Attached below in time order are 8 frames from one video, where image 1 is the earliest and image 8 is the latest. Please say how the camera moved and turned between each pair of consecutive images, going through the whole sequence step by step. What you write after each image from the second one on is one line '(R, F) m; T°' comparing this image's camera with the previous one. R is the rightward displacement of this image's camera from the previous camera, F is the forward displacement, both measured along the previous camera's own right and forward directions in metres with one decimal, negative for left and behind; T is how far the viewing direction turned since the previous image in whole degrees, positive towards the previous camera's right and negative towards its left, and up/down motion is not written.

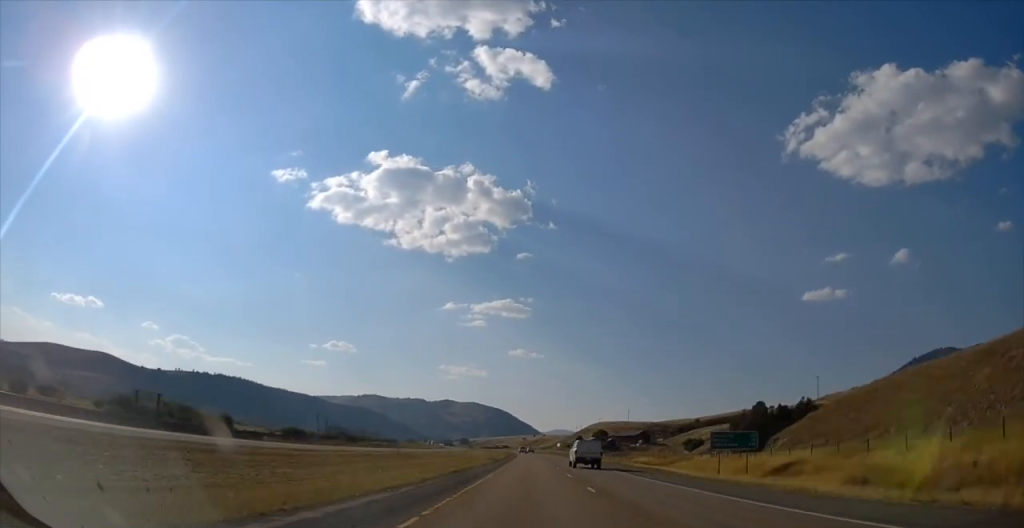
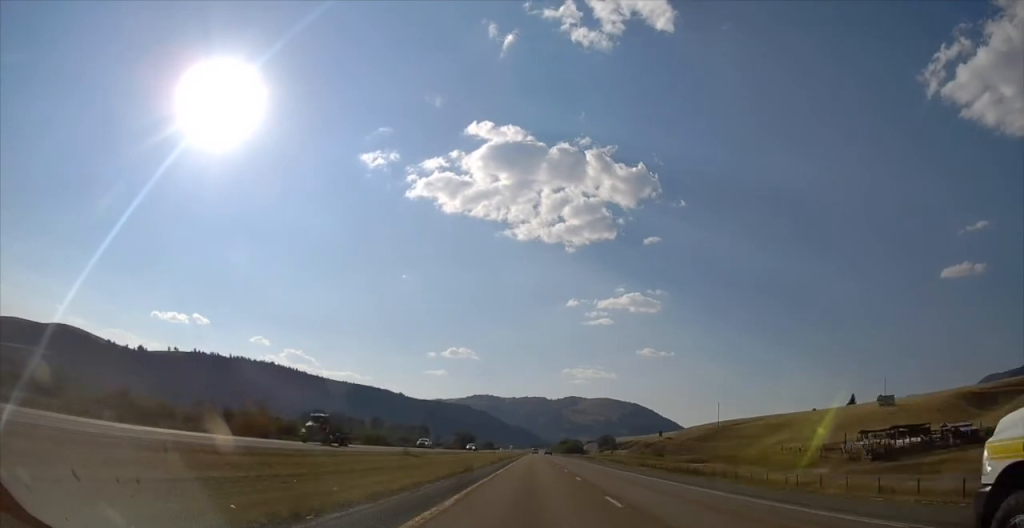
(-67.8, +731.0) m; -7°
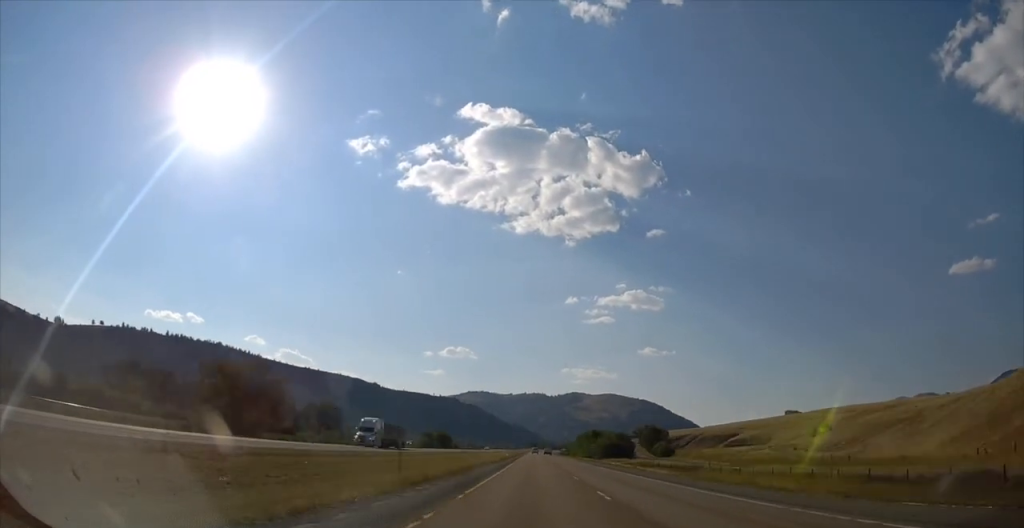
(-0.3, +299.7) m; +1°
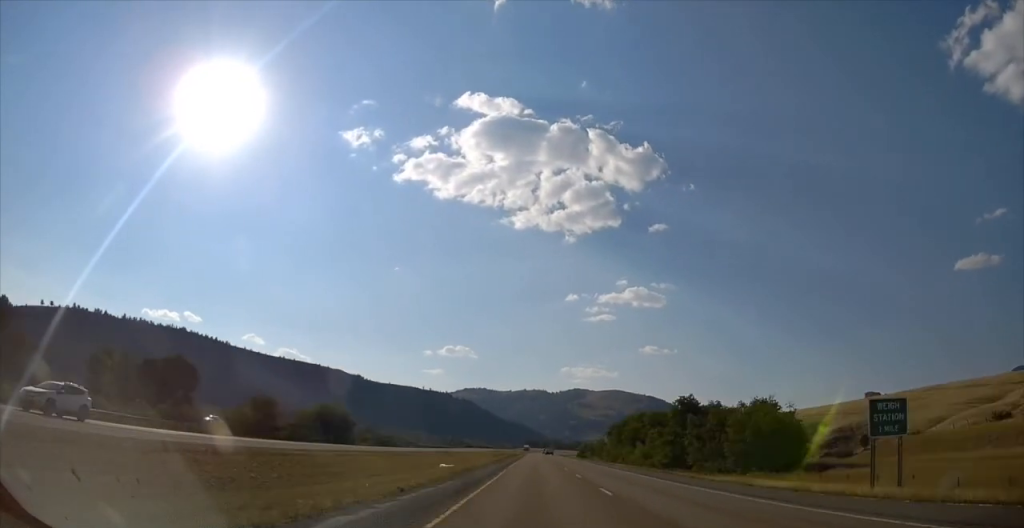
(+0.7, +160.8) m; +3°
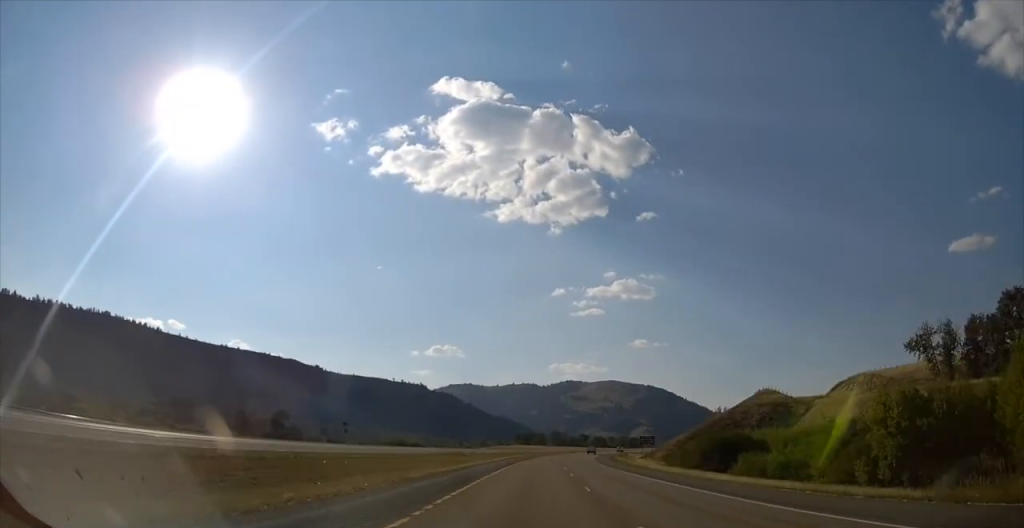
(-4.4, +222.3) m; +7°
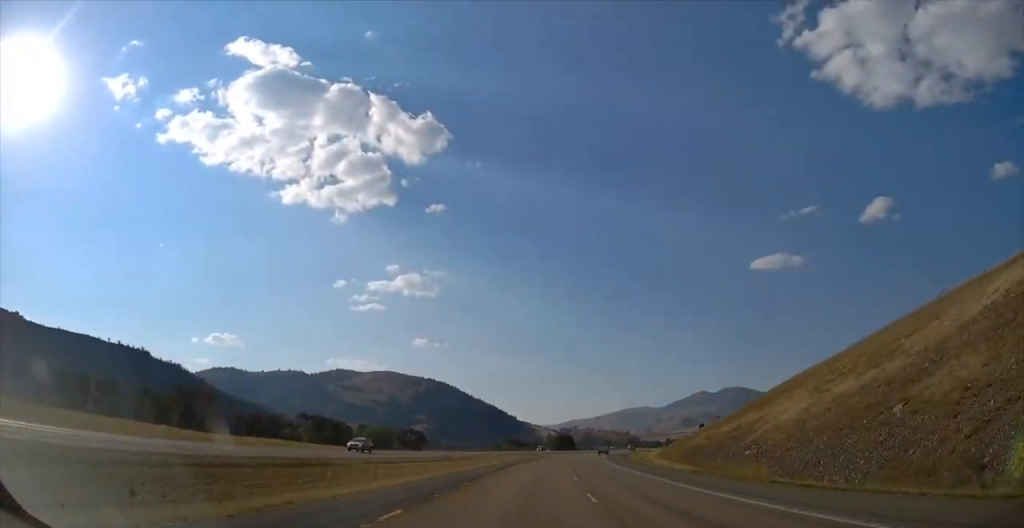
(+42.5, +303.8) m; +16°
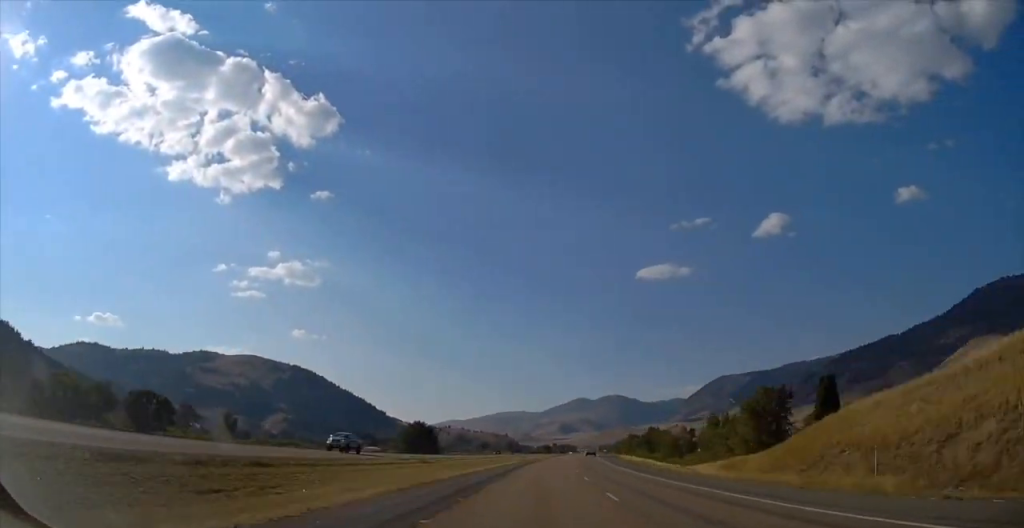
(+20.7, +152.4) m; +4°
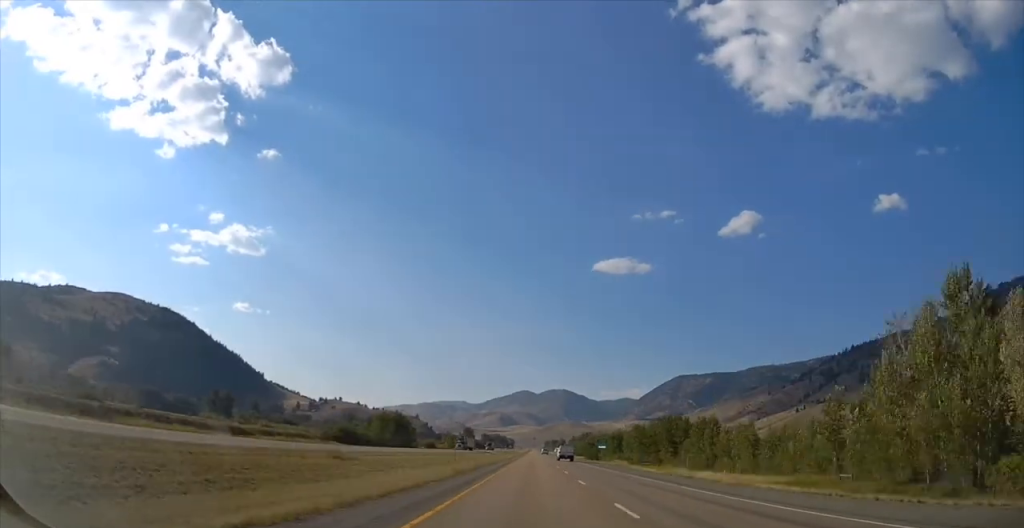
(+38.1, +468.1) m; +5°
